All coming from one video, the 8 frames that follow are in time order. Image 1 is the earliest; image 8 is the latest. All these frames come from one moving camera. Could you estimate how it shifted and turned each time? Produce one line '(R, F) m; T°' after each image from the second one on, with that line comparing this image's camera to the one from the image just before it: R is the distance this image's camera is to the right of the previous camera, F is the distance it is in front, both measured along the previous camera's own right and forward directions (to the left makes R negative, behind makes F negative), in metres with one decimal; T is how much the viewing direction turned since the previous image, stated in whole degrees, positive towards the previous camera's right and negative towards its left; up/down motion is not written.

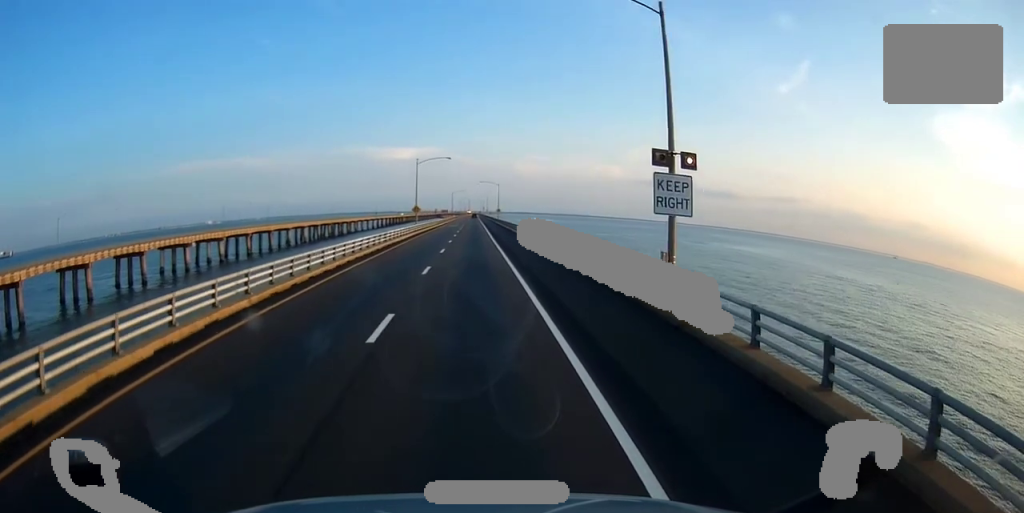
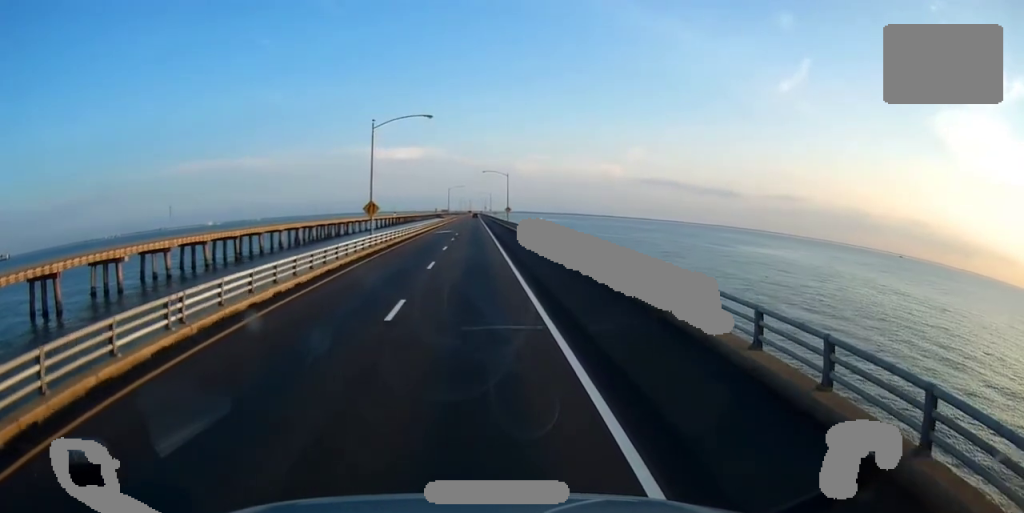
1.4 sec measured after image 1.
(+0.6, +34.7) m; +1°
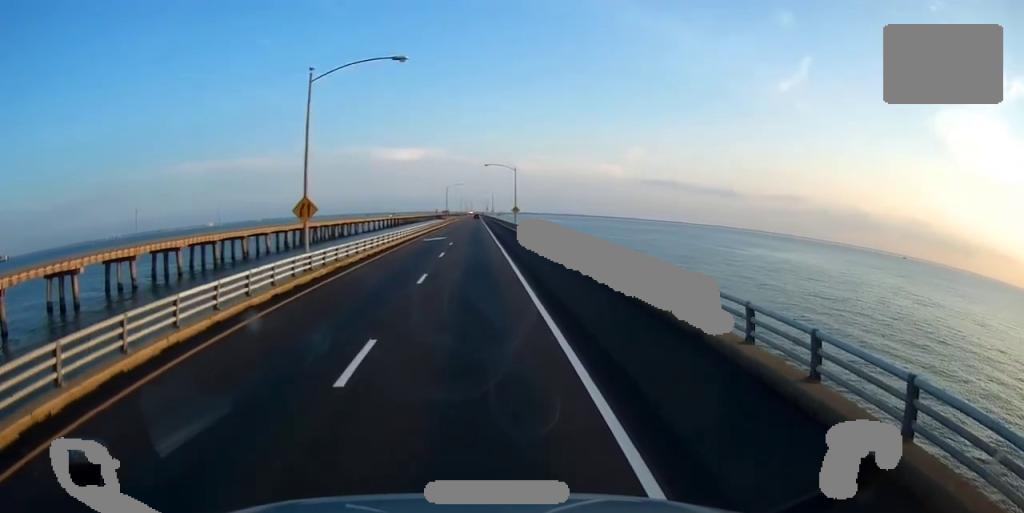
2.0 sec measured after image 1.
(+0.1, +17.3) m; 0°
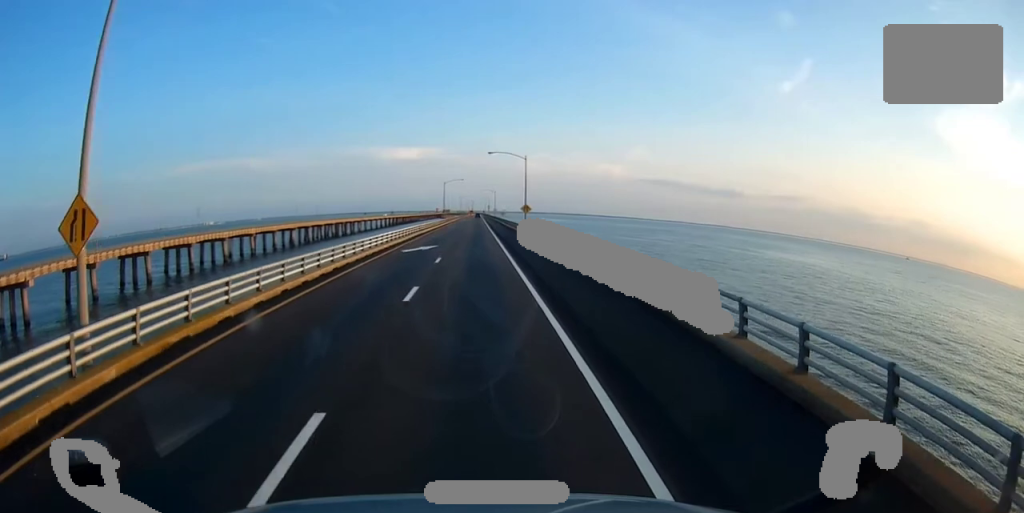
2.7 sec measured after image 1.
(-0.1, +16.2) m; -1°
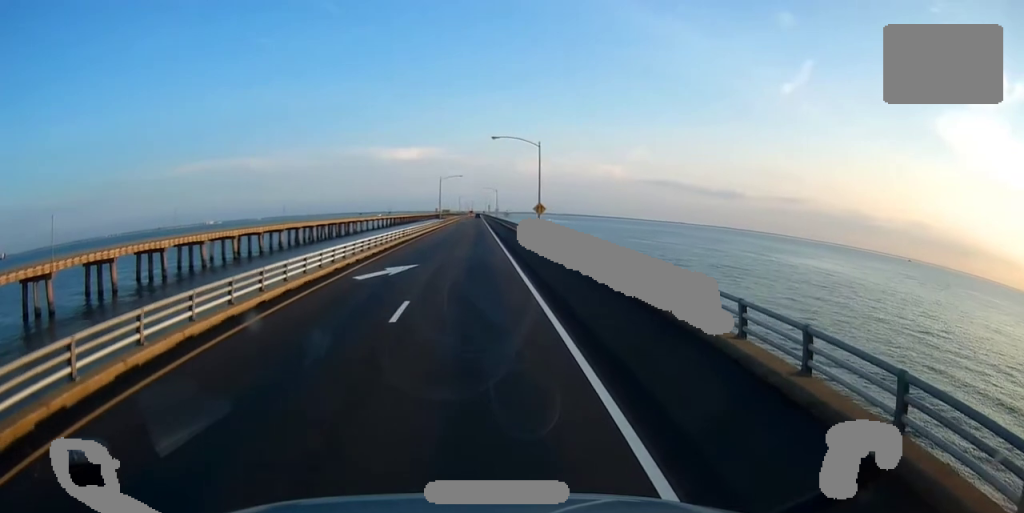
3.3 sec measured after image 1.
(-0.1, +15.2) m; 0°
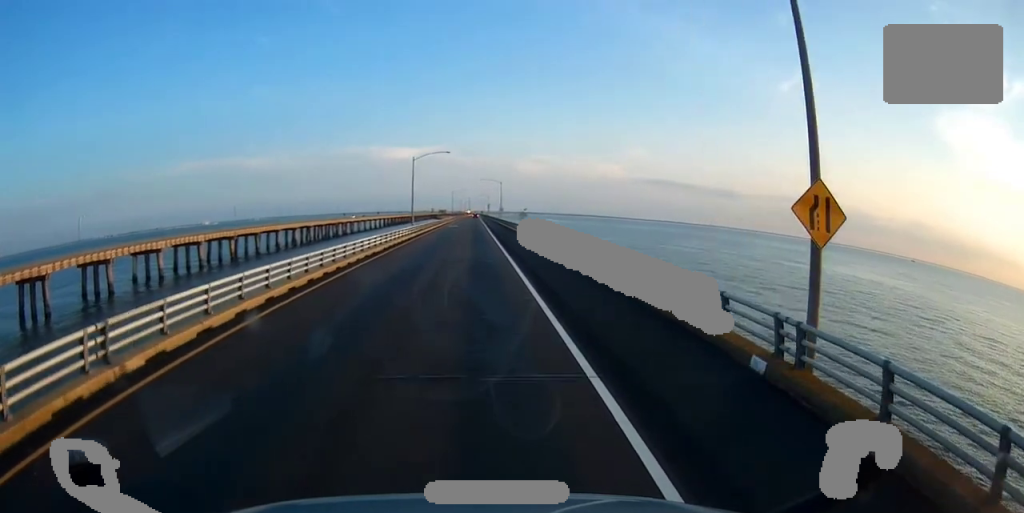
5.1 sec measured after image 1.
(+0.4, +46.4) m; +1°
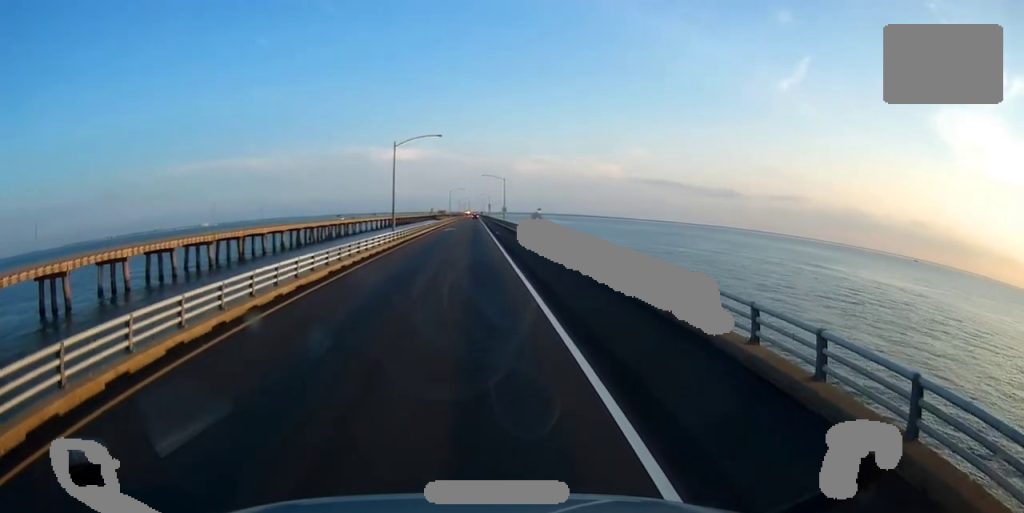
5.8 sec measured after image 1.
(-0.1, +16.2) m; 0°
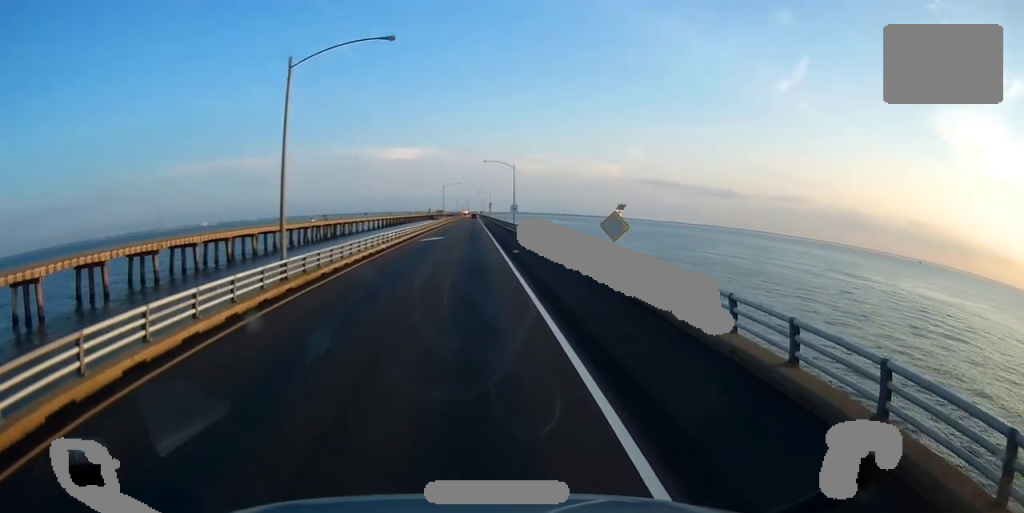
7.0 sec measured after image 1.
(+0.1, +31.2) m; 0°
